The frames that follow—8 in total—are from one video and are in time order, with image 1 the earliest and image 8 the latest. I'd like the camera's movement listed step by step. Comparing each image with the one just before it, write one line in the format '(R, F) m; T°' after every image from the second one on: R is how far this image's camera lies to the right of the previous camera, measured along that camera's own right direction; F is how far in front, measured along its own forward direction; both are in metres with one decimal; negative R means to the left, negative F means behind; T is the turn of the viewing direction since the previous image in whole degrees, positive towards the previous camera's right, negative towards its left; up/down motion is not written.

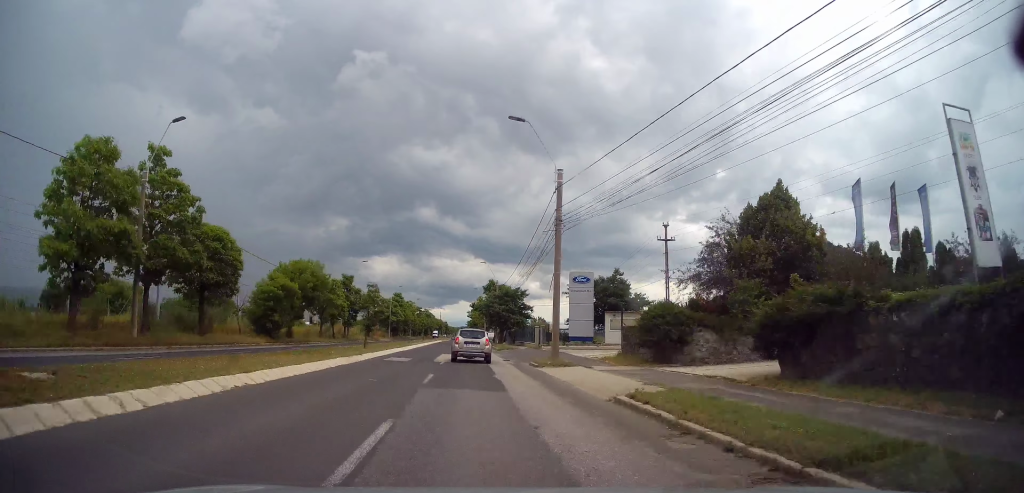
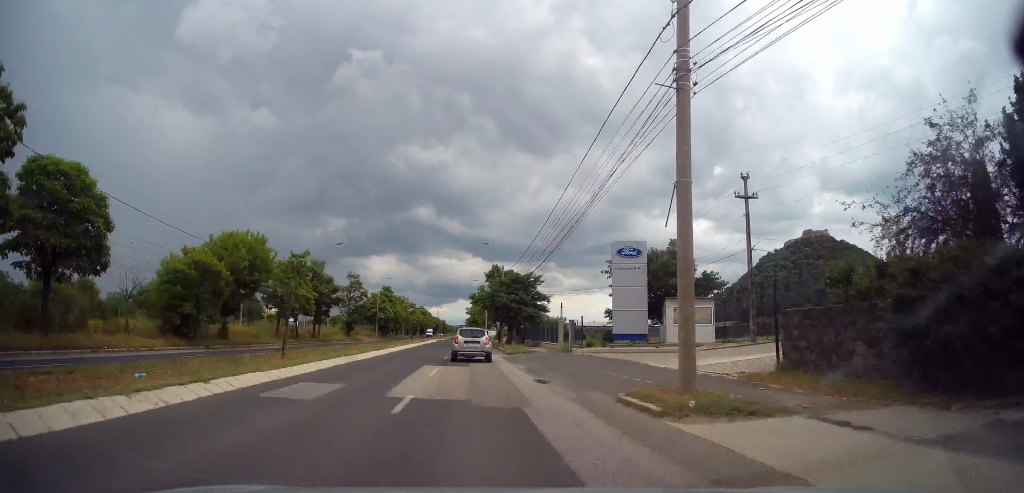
(0.0, +14.2) m; 0°
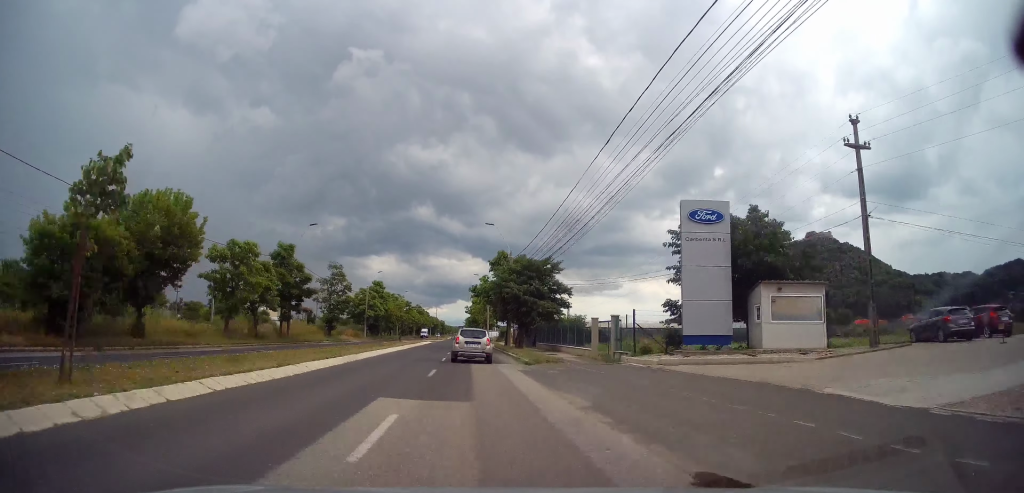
(+0.1, +10.7) m; 0°
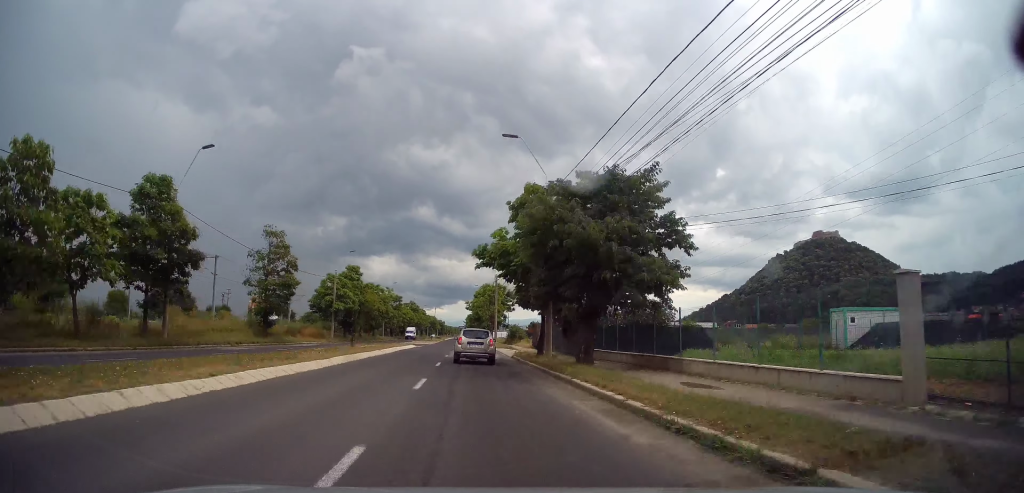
(0.0, +22.2) m; -1°
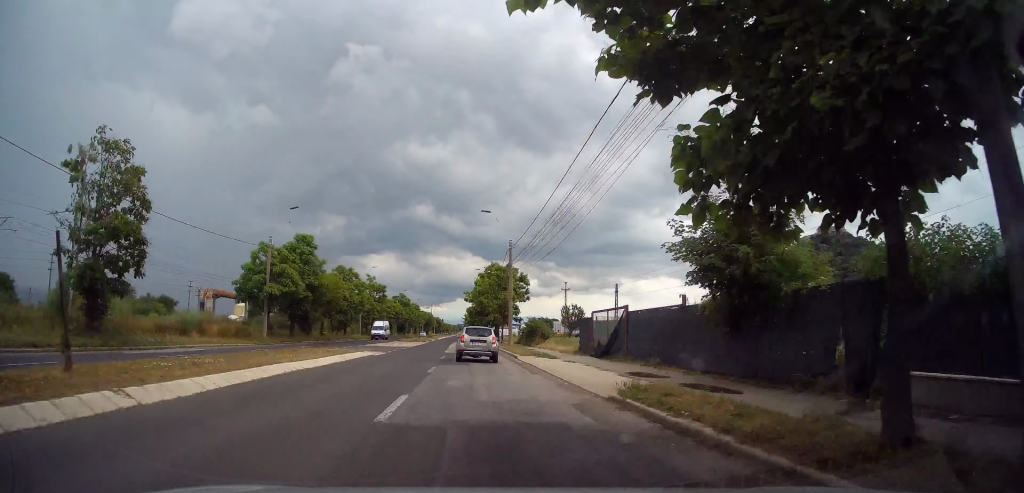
(-0.2, +22.9) m; 0°
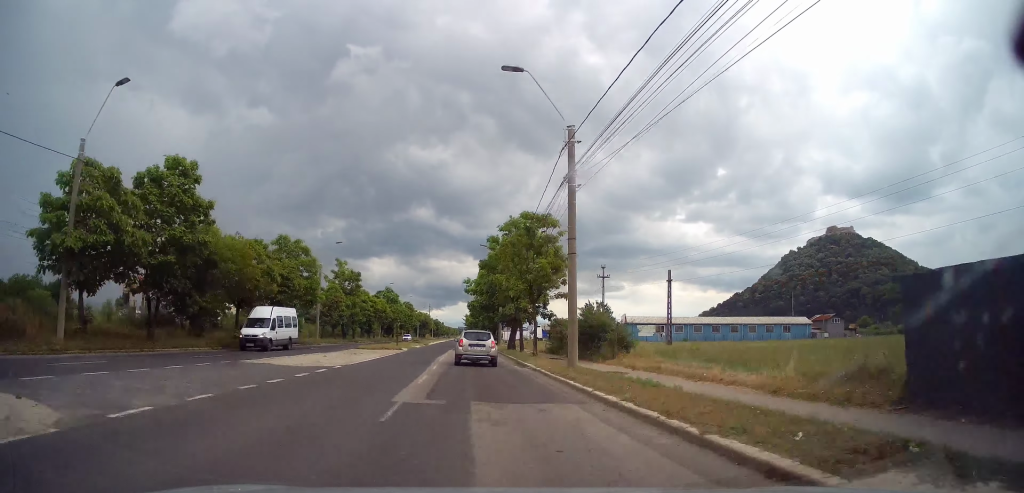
(+0.5, +24.9) m; +1°
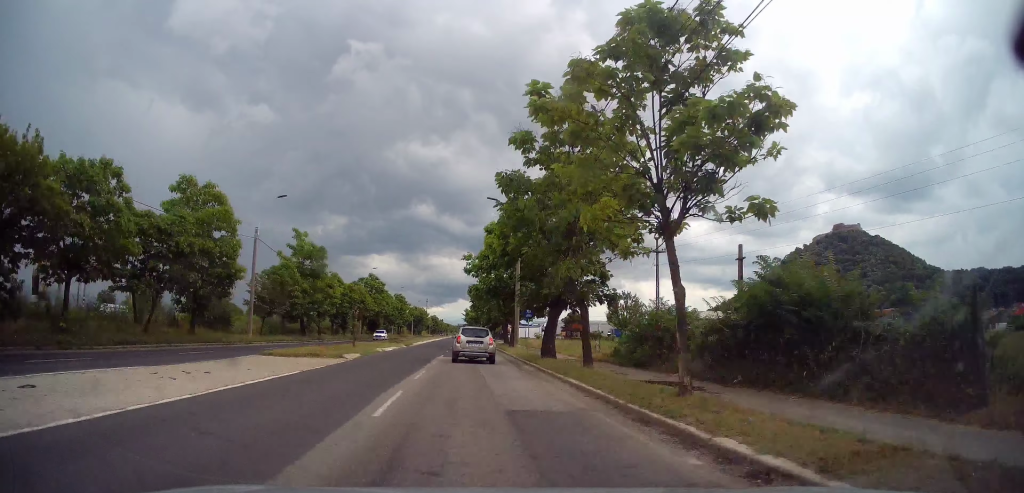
(-0.2, +19.1) m; -1°
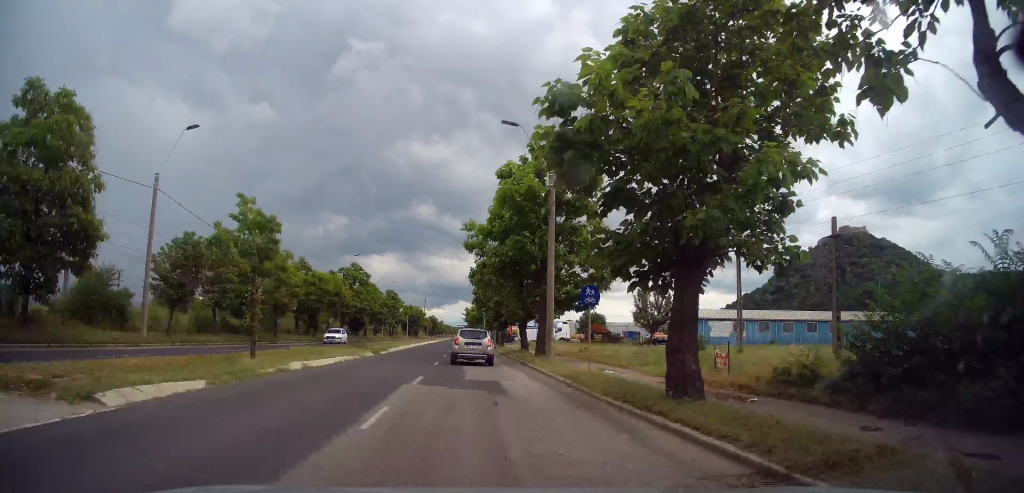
(-0.1, +14.8) m; 0°
